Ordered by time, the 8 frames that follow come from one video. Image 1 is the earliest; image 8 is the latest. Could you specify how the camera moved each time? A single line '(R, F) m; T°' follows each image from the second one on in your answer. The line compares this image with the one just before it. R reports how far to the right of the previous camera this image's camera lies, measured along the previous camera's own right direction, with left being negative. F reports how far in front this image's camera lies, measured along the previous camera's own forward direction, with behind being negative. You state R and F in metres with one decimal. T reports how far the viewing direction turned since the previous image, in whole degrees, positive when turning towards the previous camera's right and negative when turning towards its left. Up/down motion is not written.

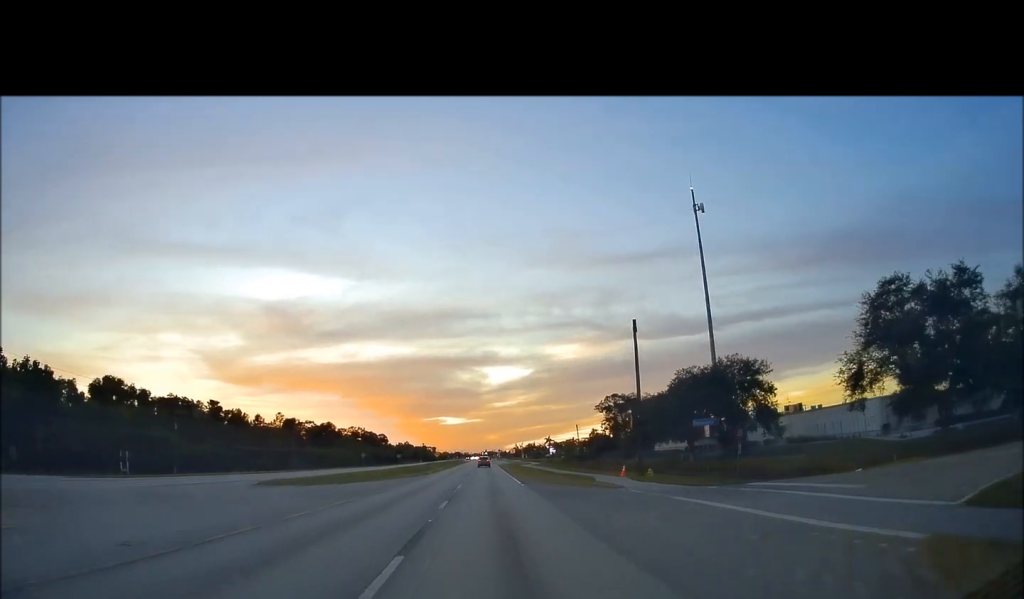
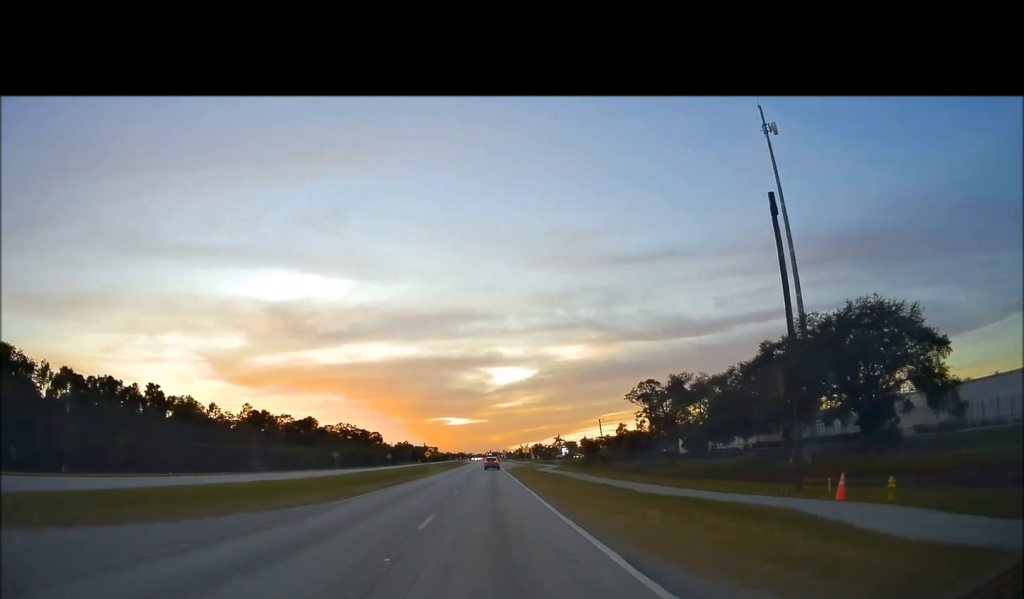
(+0.2, +29.2) m; 0°
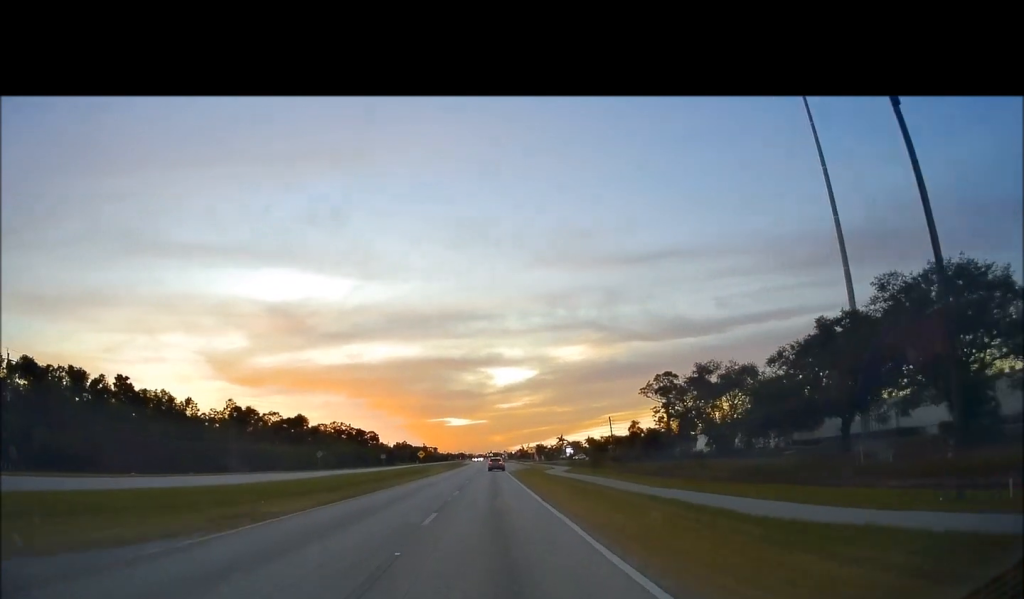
(0.0, +11.3) m; 0°
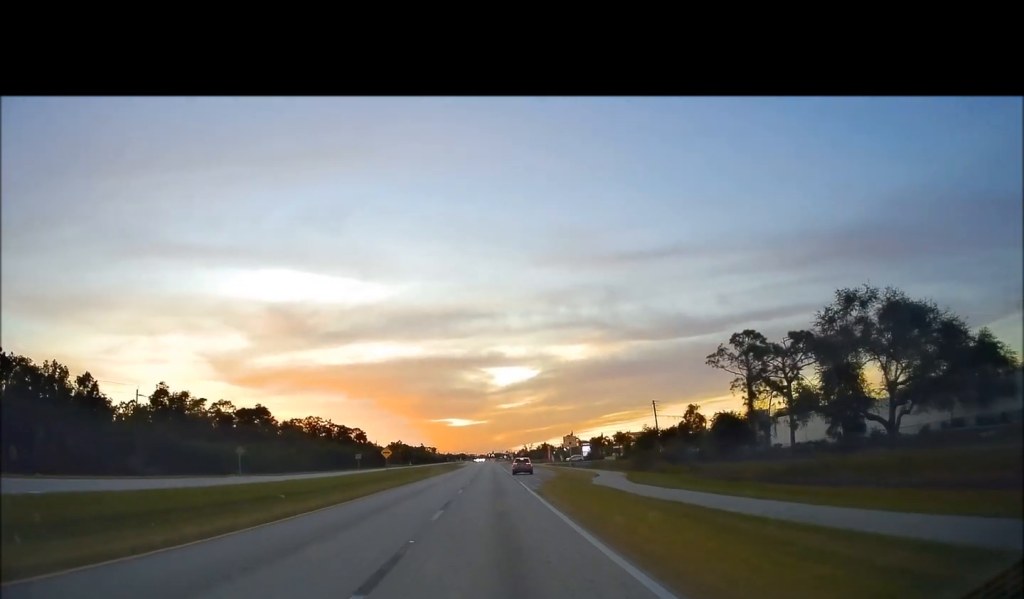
(-0.3, +34.8) m; -1°
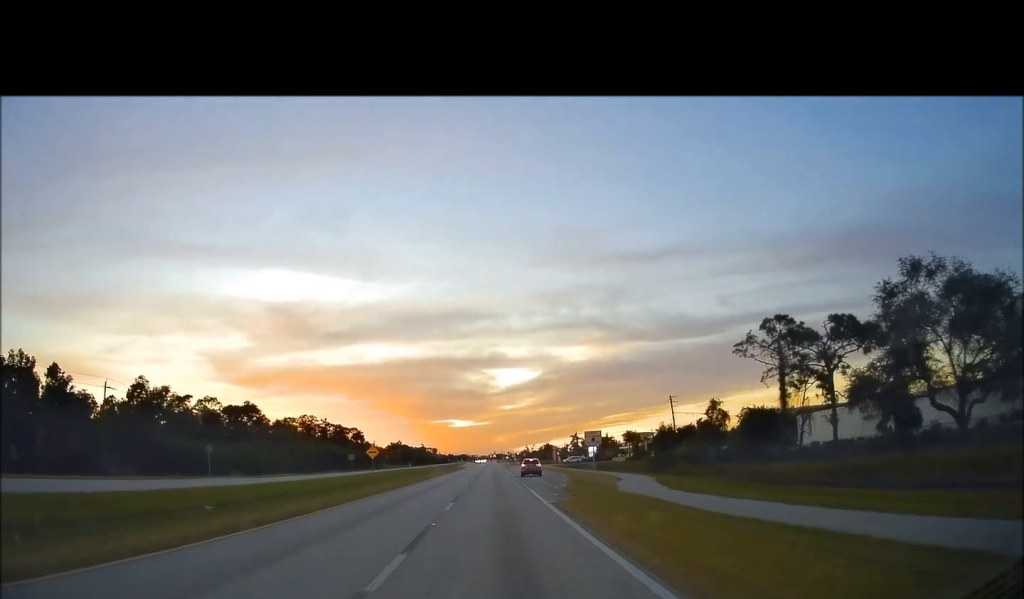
(-0.2, +8.5) m; 0°
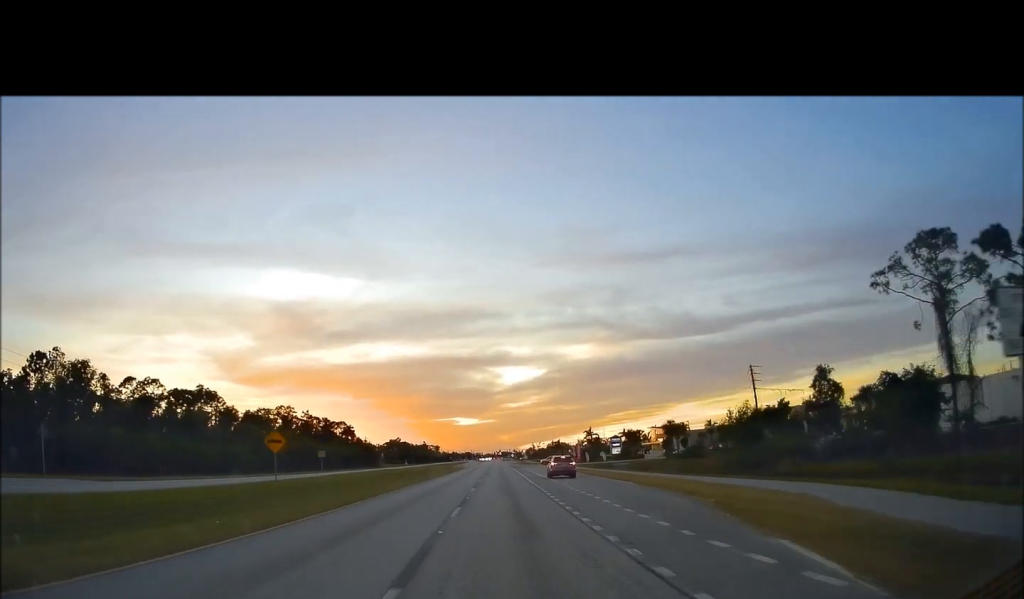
(+0.3, +26.4) m; 0°
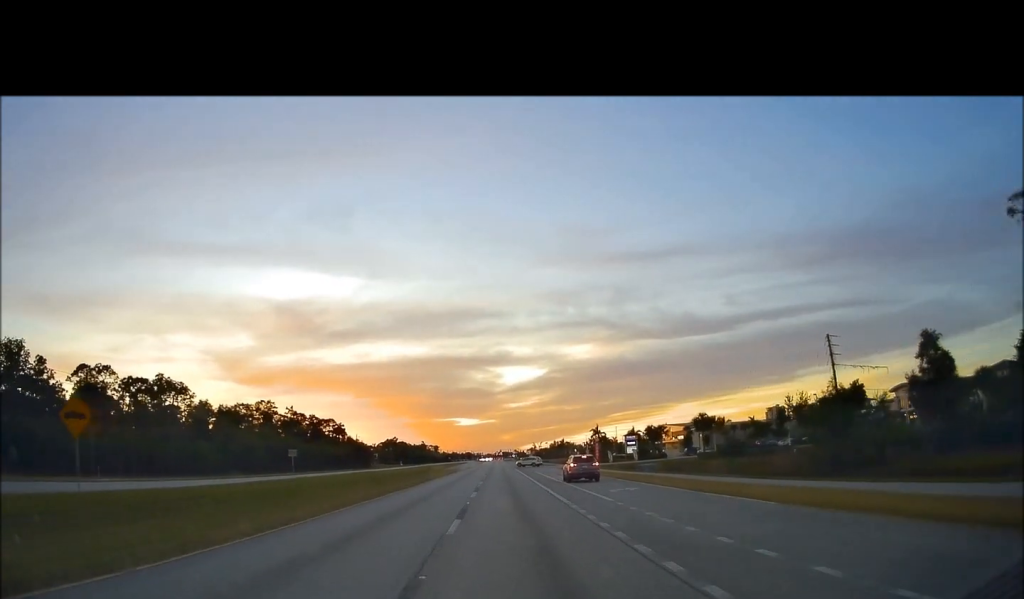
(-0.3, +14.9) m; -1°
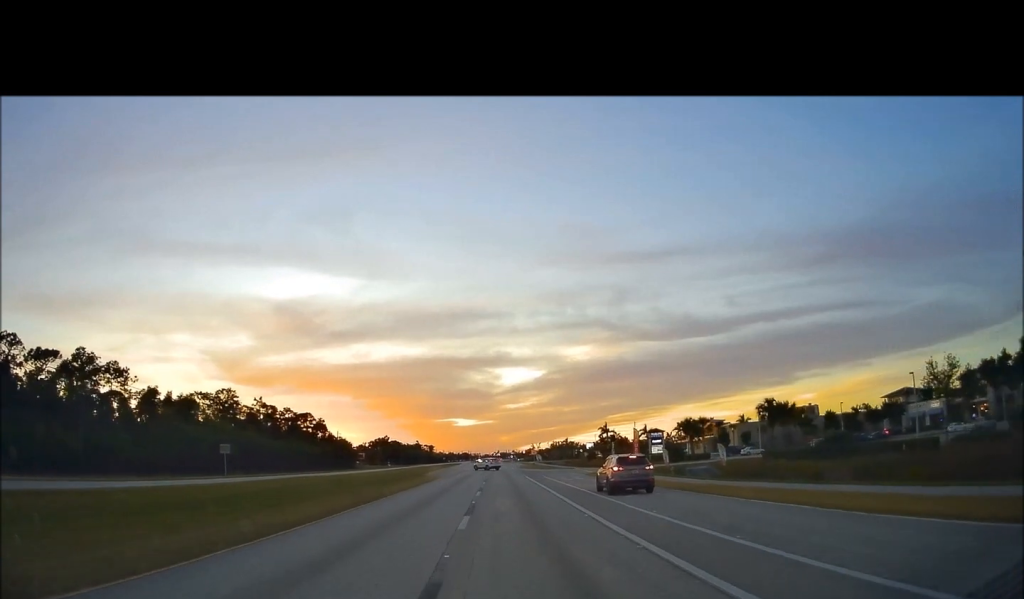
(-0.2, +20.9) m; 0°
